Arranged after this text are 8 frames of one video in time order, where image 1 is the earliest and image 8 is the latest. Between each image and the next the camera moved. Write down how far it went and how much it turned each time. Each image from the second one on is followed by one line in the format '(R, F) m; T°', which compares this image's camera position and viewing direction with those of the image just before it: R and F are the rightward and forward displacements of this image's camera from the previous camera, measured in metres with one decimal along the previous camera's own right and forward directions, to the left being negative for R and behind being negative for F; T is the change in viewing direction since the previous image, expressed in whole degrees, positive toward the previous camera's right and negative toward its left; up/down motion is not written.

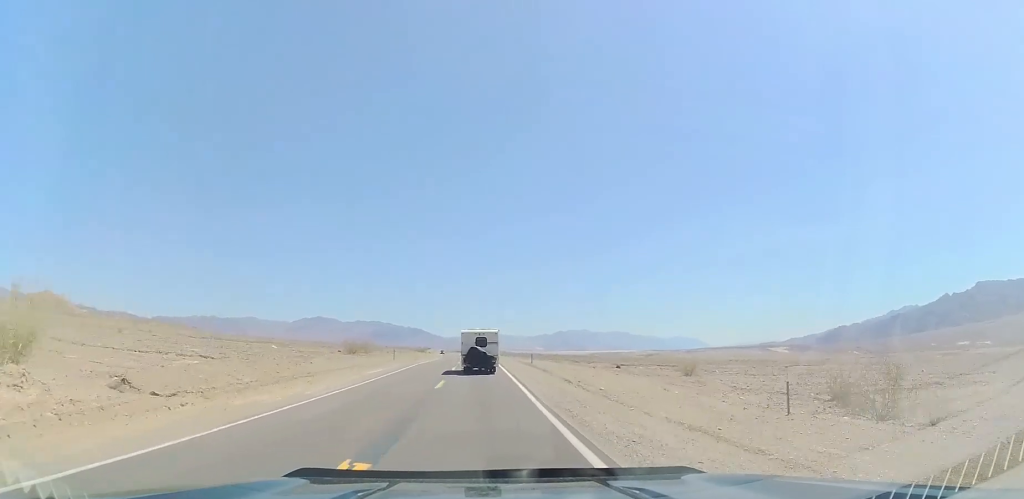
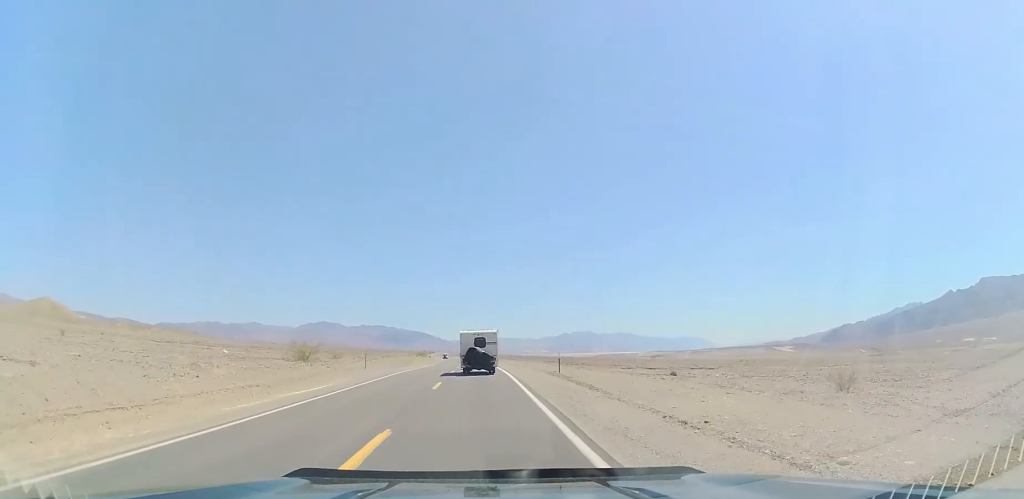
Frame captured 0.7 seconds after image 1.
(-0.2, +15.7) m; -1°
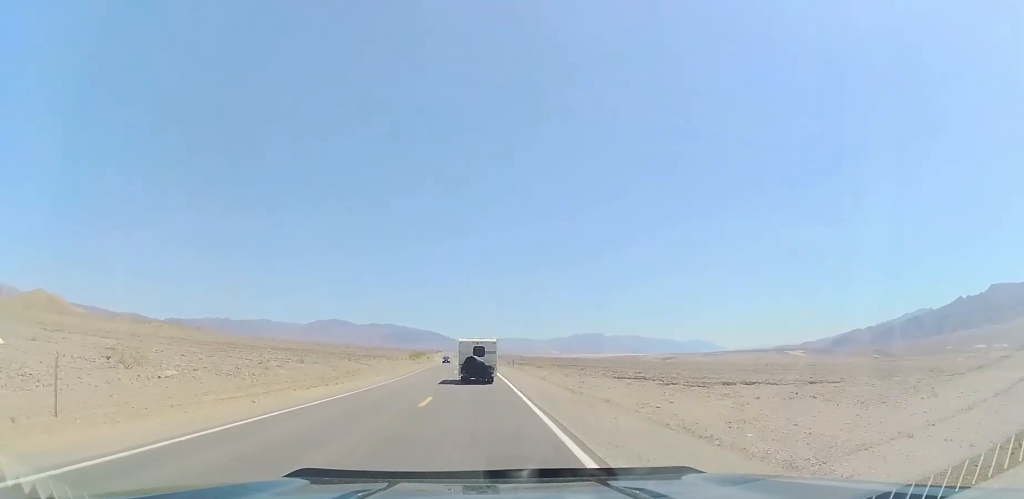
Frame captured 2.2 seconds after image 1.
(+0.2, +33.1) m; -1°
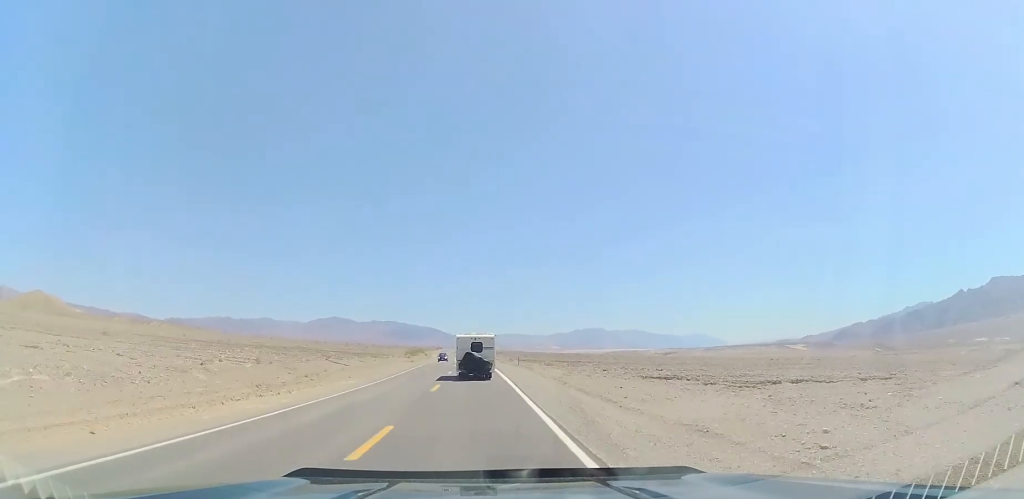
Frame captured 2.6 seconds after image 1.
(-0.1, +9.2) m; -1°
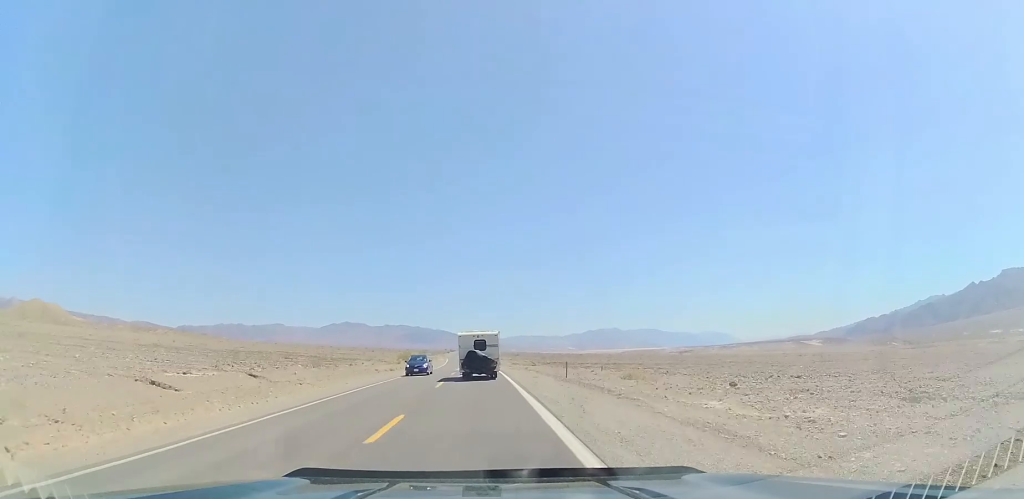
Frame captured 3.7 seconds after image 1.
(-0.6, +27.1) m; -1°
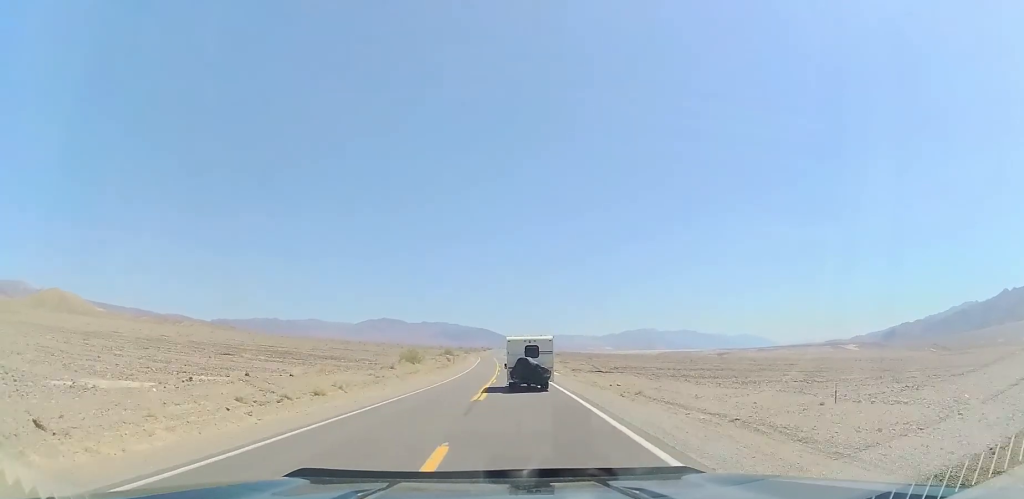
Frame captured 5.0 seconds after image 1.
(+0.1, +31.5) m; -1°
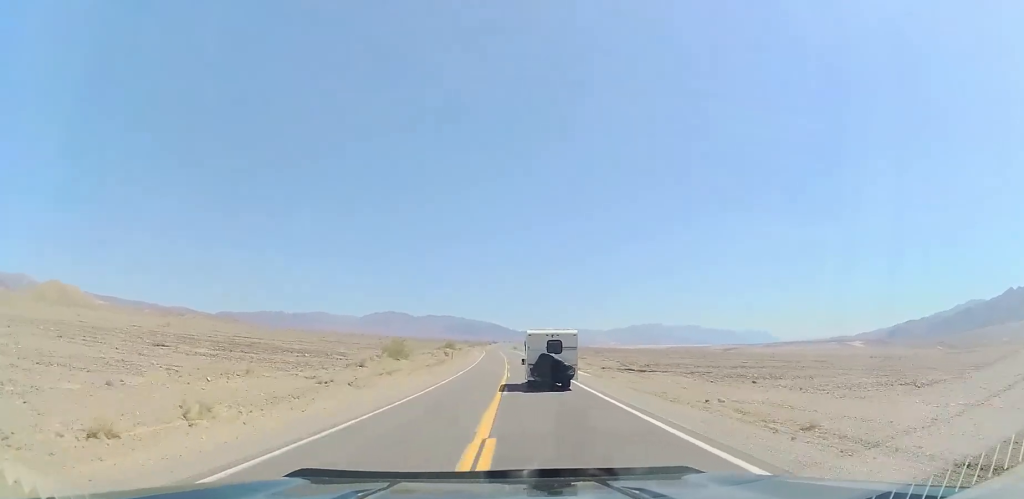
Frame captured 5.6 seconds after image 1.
(-0.2, +13.7) m; -1°
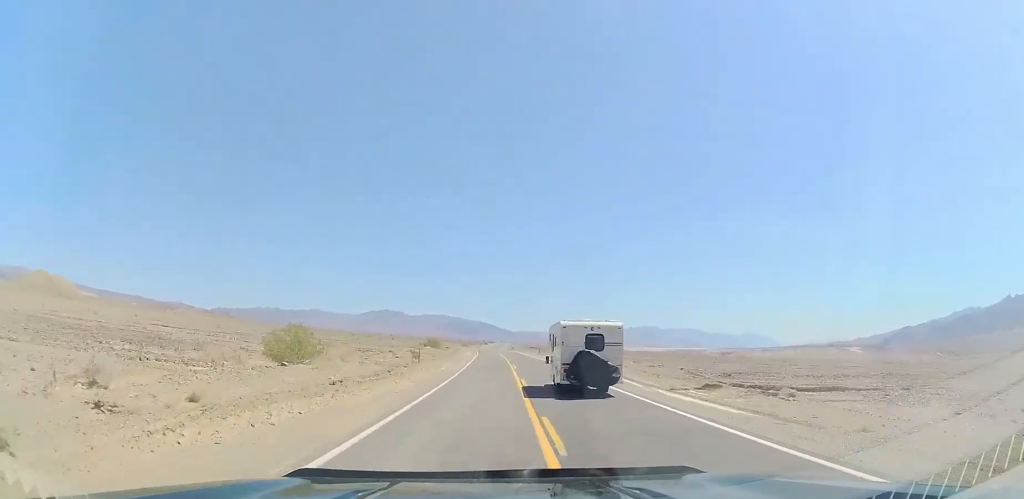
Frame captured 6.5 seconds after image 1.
(-0.6, +25.9) m; -2°
